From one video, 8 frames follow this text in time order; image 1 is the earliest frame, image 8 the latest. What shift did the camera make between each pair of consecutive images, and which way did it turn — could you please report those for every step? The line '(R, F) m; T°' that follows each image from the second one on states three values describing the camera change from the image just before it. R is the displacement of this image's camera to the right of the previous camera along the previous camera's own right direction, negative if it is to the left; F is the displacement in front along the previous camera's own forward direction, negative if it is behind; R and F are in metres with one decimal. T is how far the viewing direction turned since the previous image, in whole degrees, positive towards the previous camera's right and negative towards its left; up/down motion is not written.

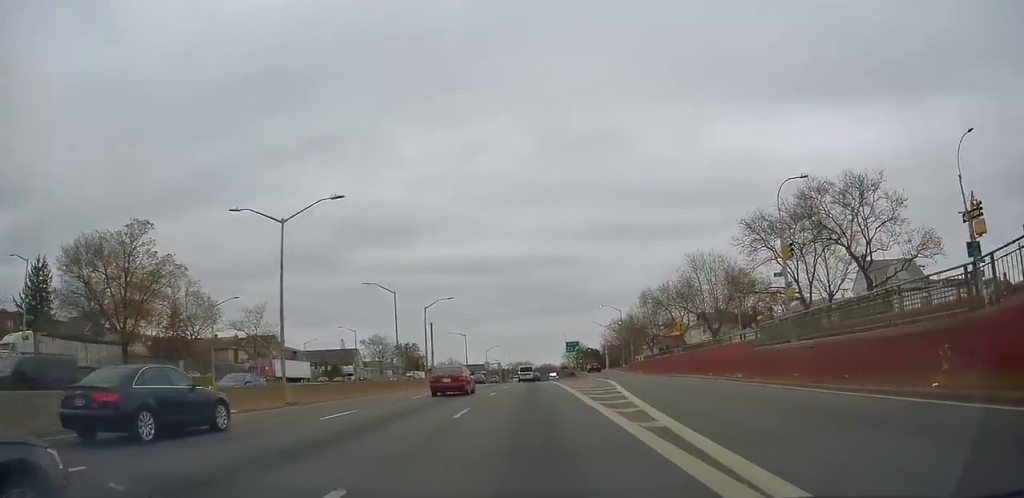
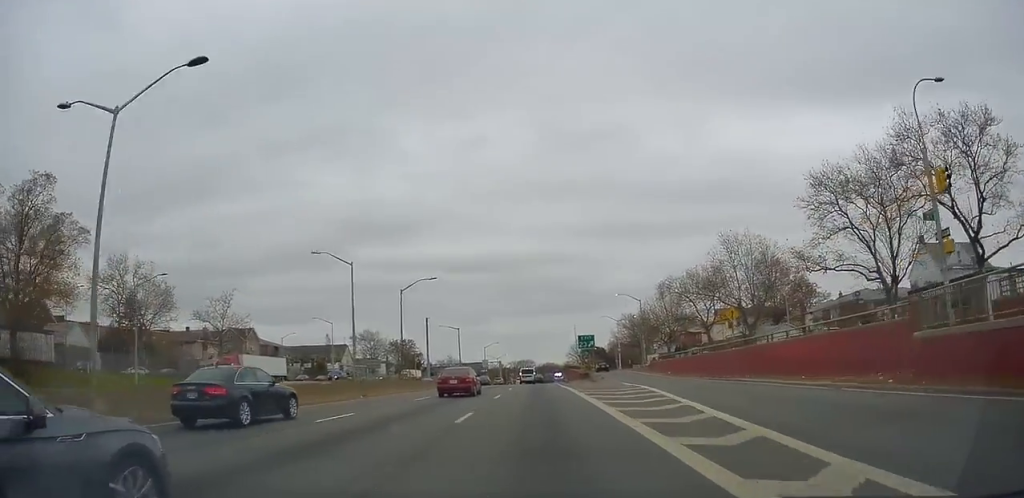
(-0.2, +13.1) m; -1°
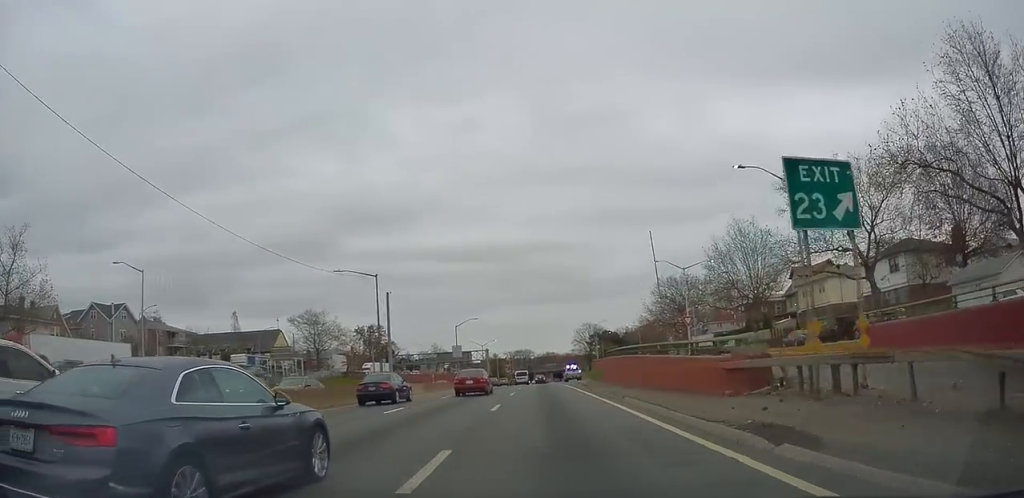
(0.0, +45.3) m; 0°
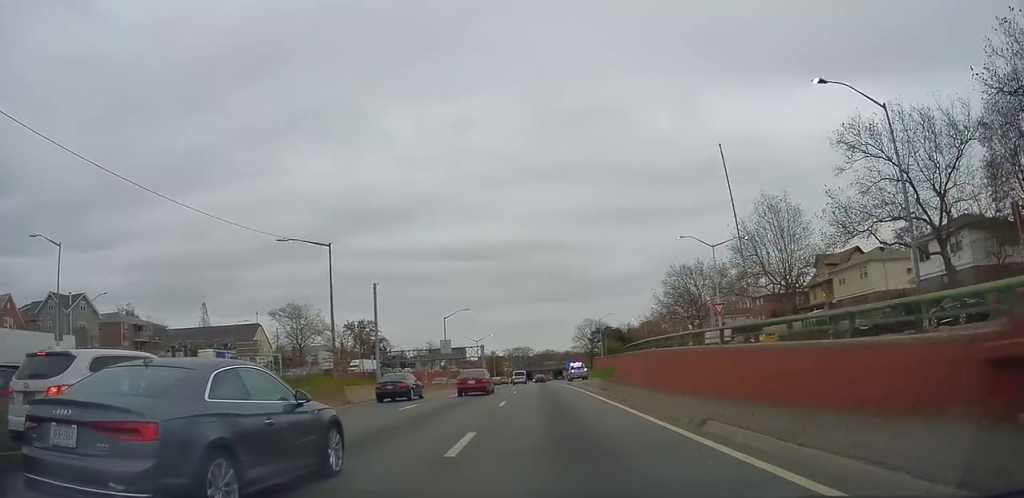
(0.0, +9.7) m; 0°
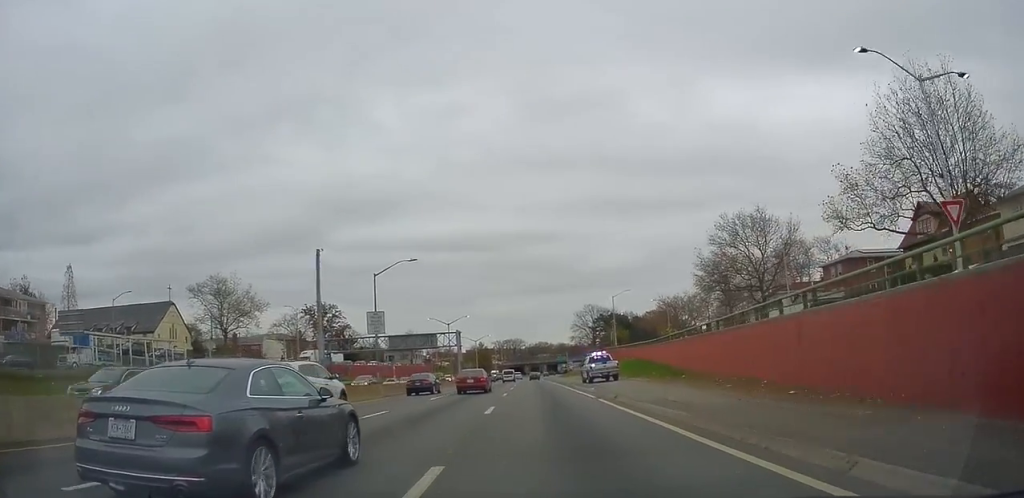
(+0.4, +28.5) m; +2°
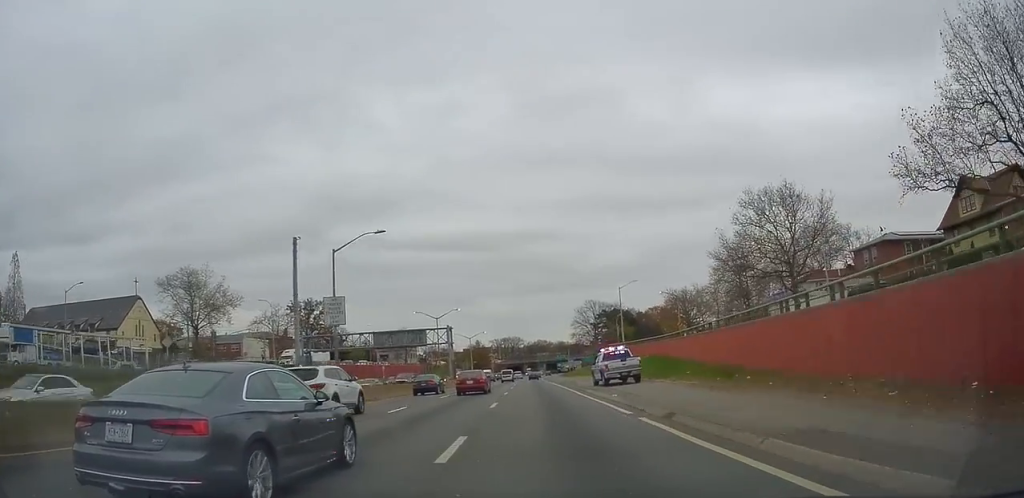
(+0.3, +8.3) m; 0°
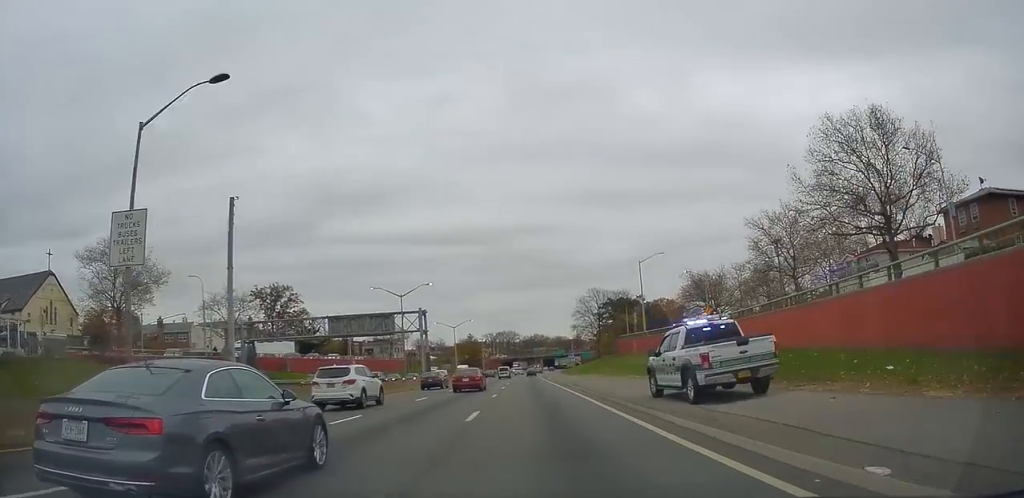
(-0.3, +17.5) m; -1°
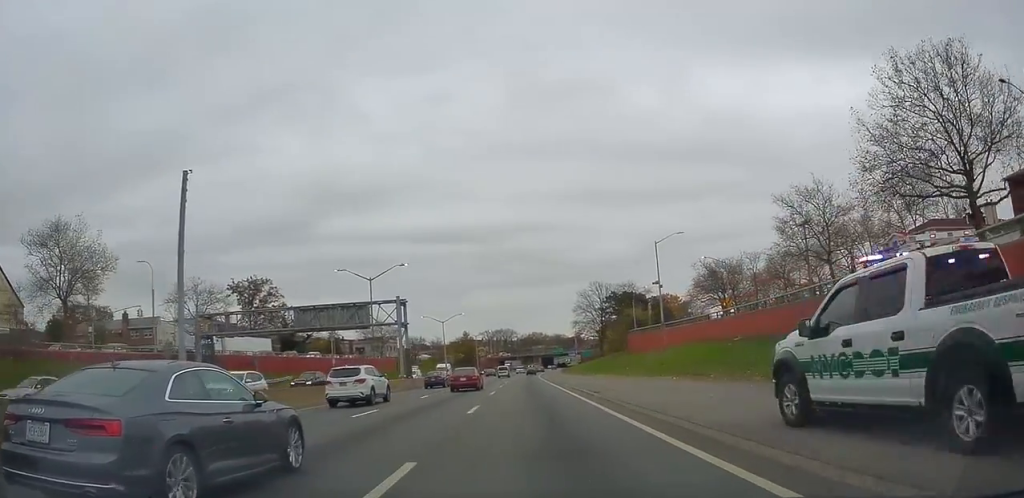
(-0.1, +9.4) m; 0°
